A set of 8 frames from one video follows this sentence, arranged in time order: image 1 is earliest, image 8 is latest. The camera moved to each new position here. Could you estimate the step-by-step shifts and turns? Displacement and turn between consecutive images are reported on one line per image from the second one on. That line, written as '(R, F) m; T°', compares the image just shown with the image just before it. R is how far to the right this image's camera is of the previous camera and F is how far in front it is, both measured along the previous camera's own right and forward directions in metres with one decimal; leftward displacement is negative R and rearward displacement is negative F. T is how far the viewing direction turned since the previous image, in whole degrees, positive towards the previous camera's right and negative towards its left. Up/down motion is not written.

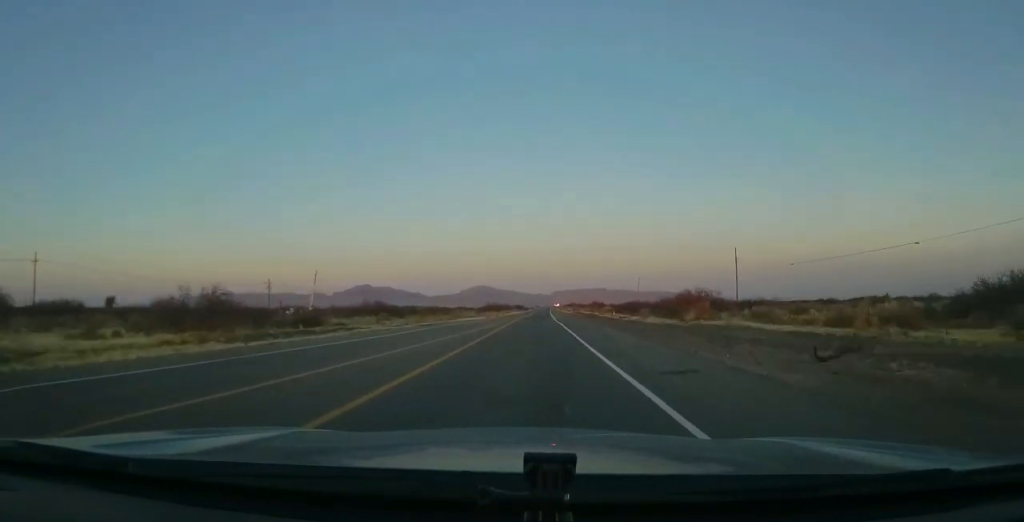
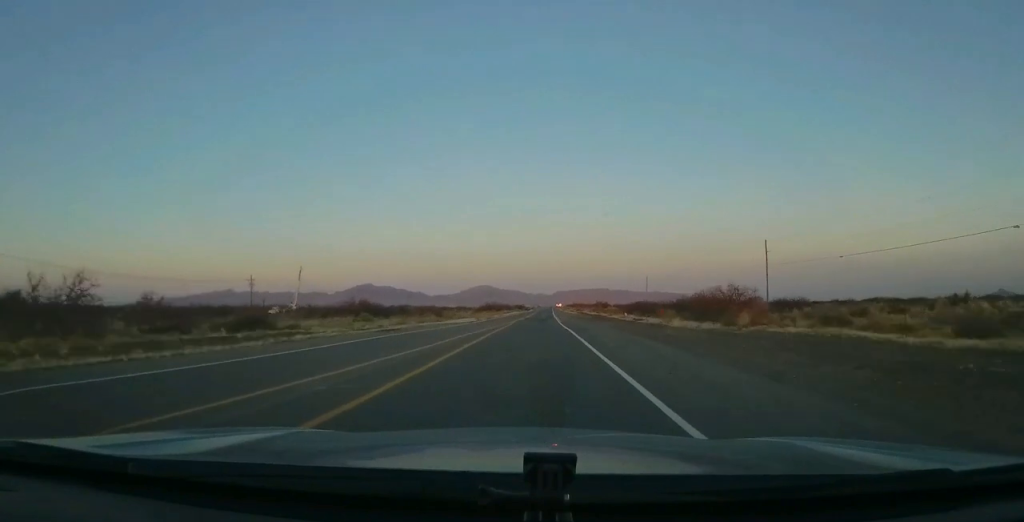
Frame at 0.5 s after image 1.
(+0.3, +12.0) m; 0°
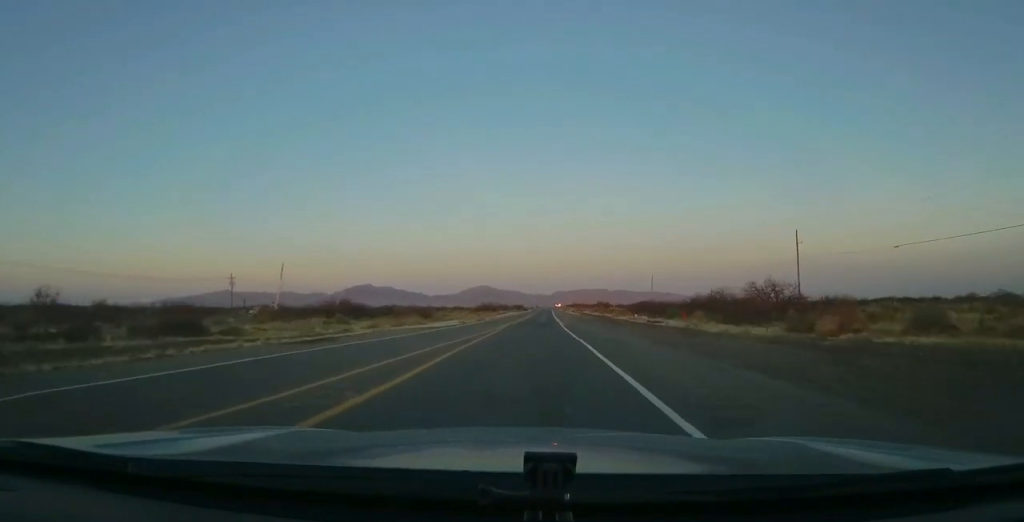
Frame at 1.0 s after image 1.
(+0.1, +10.5) m; 0°
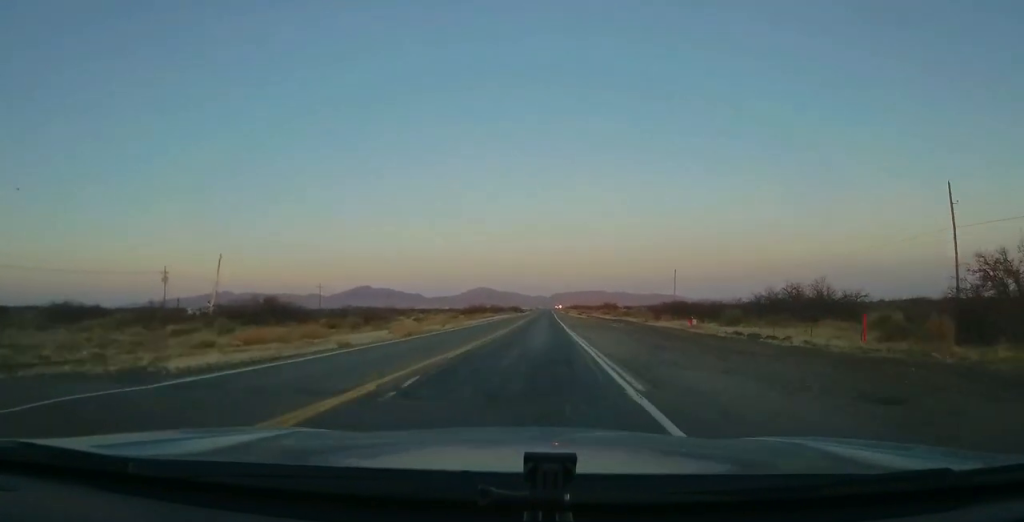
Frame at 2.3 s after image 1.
(-0.3, +29.6) m; 0°
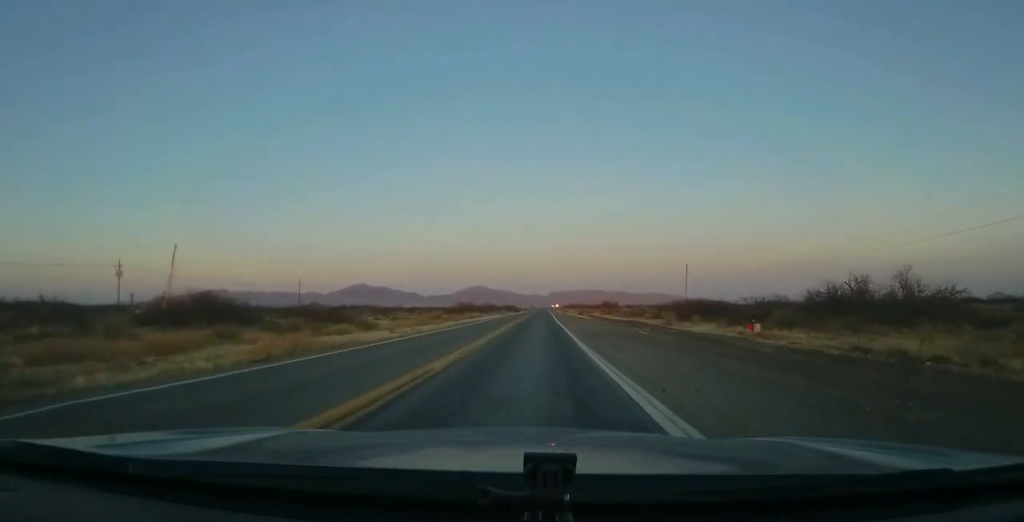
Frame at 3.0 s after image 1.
(+0.2, +14.7) m; 0°
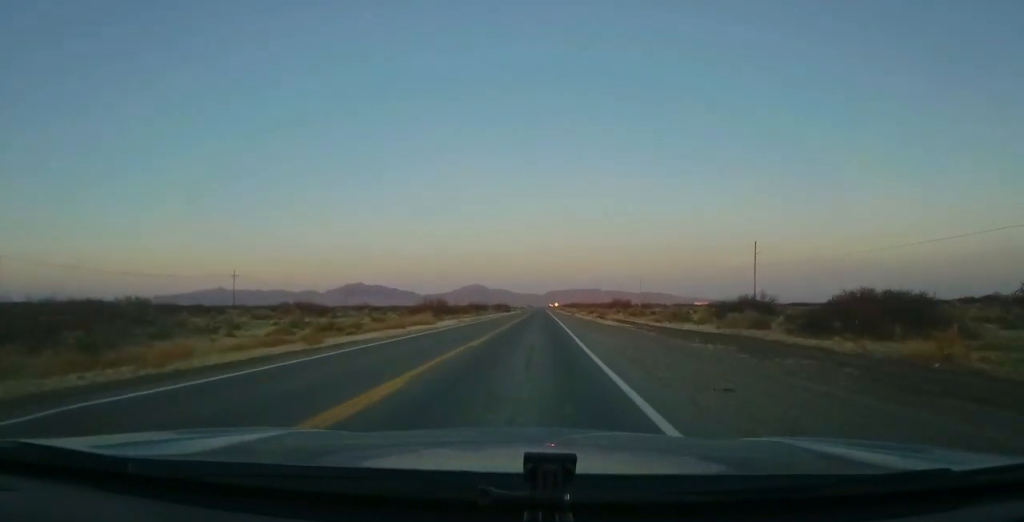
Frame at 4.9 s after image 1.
(0.0, +42.2) m; 0°
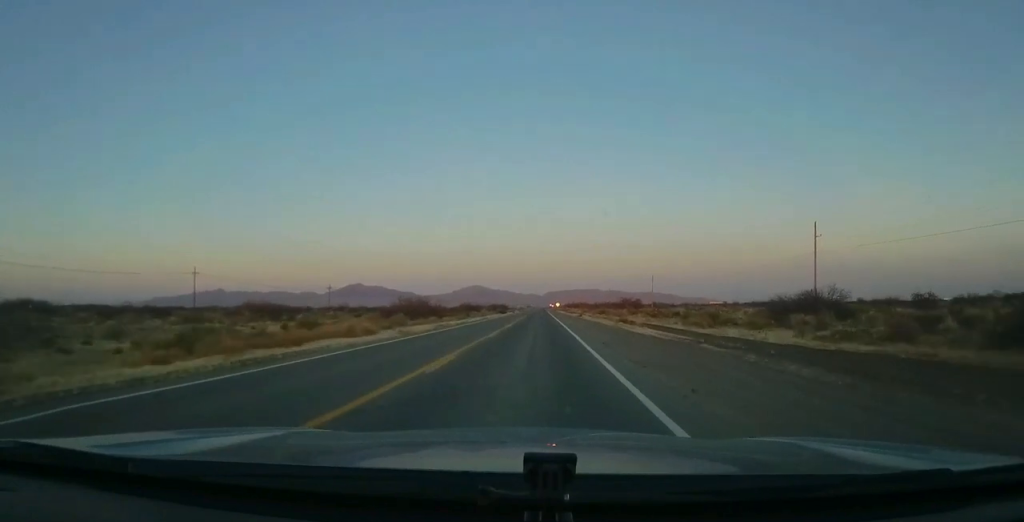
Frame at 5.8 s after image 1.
(-0.5, +19.4) m; 0°
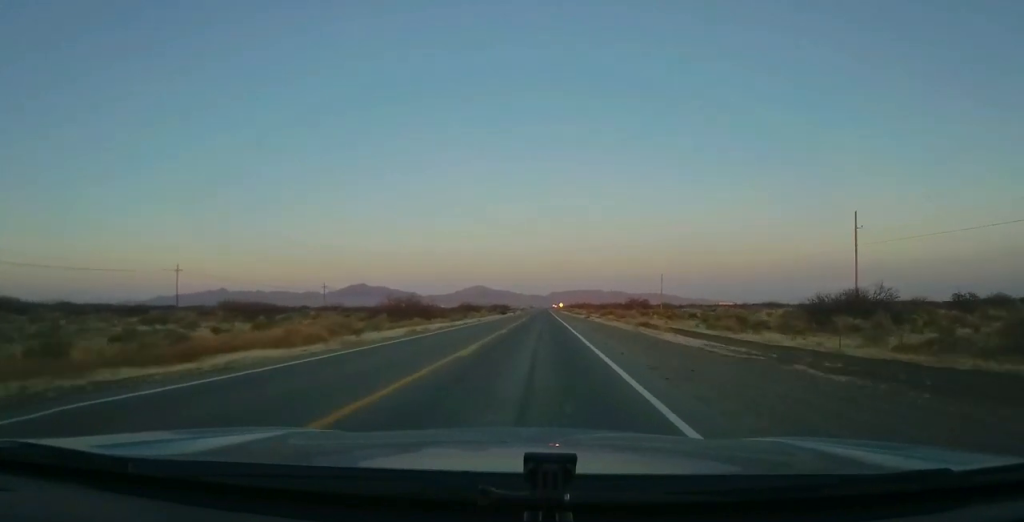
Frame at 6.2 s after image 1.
(+0.2, +8.6) m; 0°
